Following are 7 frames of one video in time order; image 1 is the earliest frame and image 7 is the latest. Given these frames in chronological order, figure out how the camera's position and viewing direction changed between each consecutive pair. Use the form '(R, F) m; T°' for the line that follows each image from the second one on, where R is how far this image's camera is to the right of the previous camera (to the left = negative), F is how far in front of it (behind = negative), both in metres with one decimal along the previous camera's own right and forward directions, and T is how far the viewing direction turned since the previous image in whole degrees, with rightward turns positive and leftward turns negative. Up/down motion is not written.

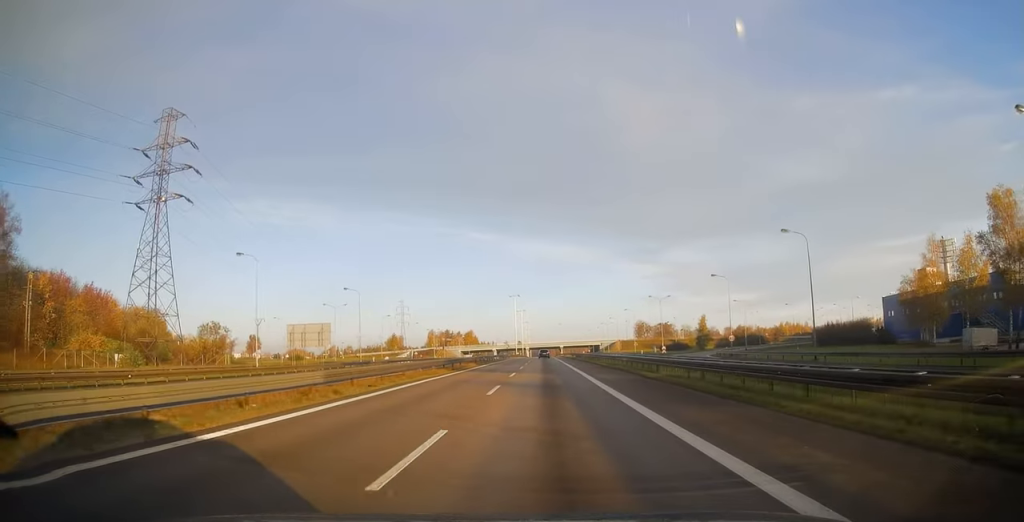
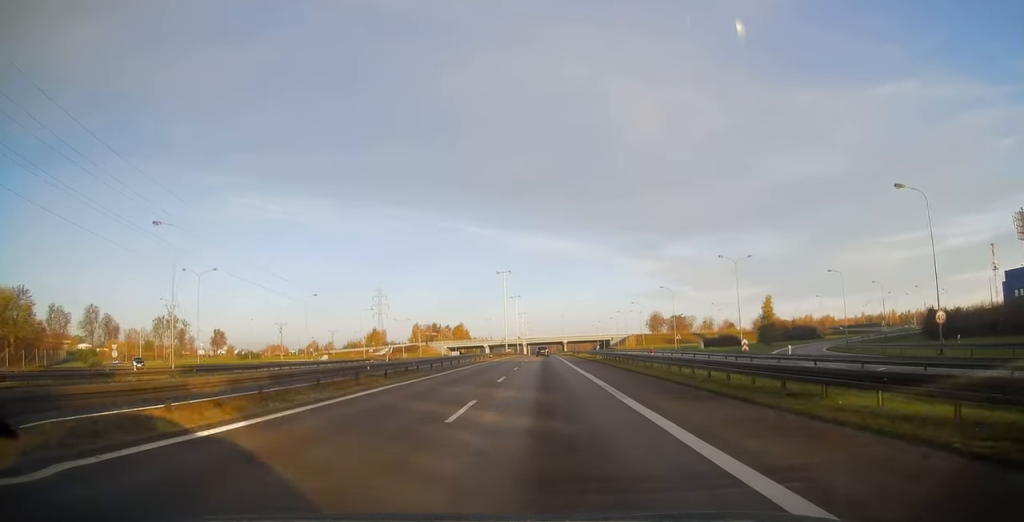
(-0.1, +43.0) m; 0°
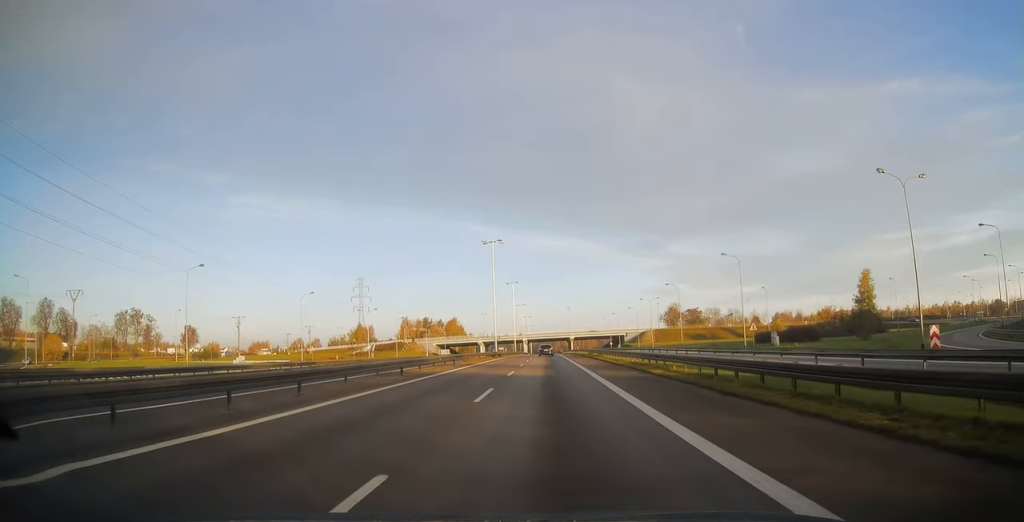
(0.0, +32.4) m; 0°
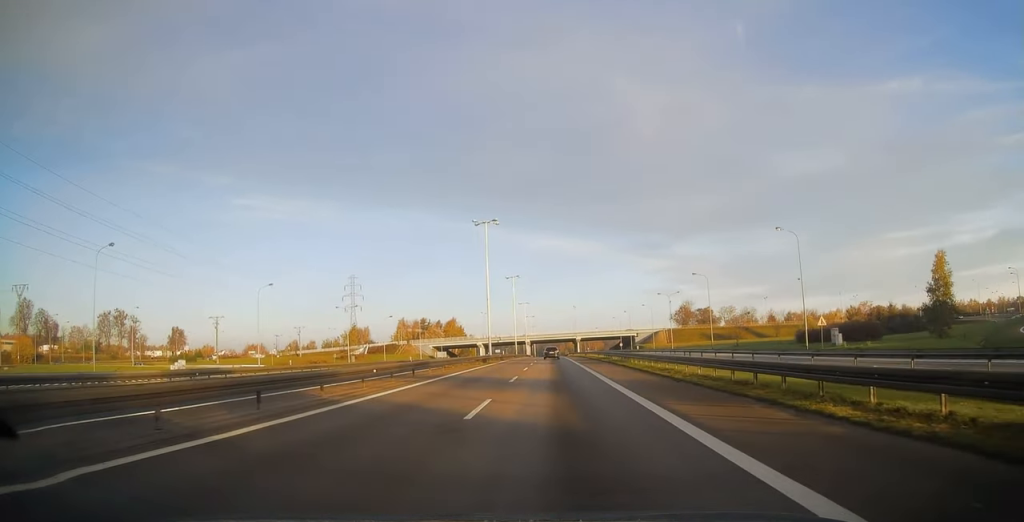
(+0.1, +14.9) m; 0°
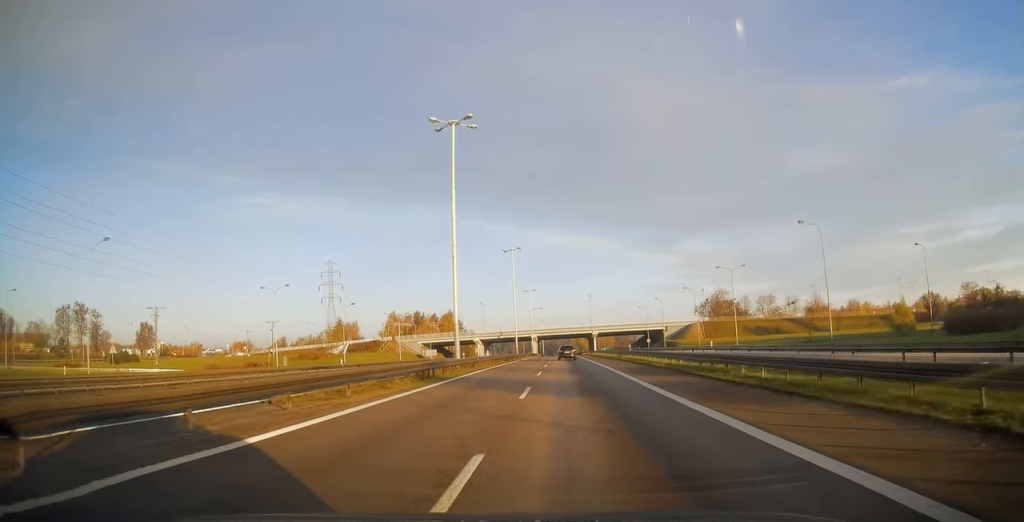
(-0.3, +31.9) m; -1°
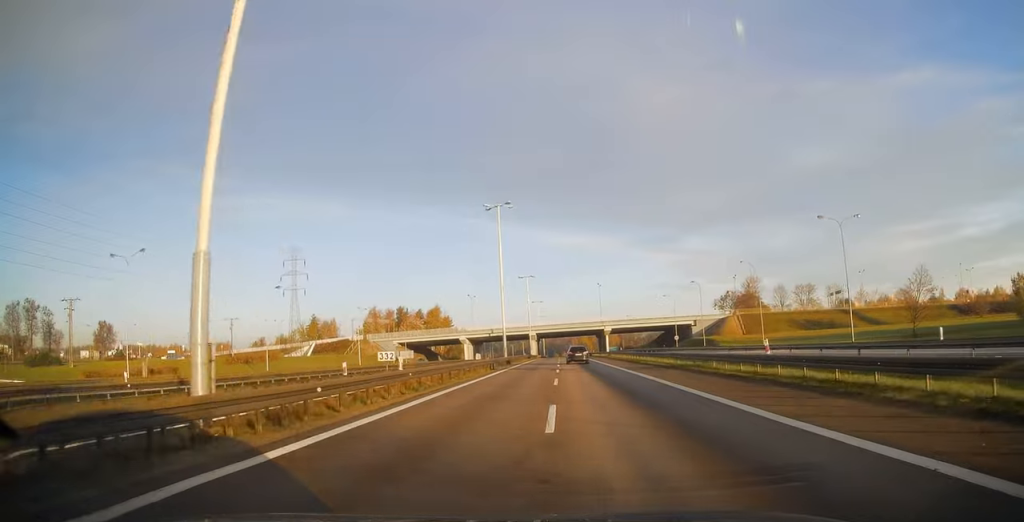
(-0.1, +29.3) m; 0°
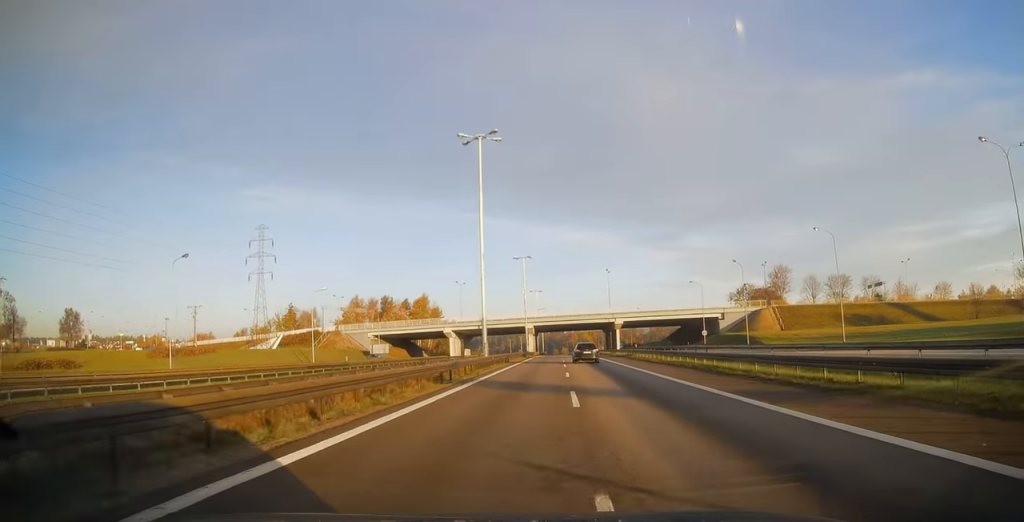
(+0.1, +20.3) m; 0°
